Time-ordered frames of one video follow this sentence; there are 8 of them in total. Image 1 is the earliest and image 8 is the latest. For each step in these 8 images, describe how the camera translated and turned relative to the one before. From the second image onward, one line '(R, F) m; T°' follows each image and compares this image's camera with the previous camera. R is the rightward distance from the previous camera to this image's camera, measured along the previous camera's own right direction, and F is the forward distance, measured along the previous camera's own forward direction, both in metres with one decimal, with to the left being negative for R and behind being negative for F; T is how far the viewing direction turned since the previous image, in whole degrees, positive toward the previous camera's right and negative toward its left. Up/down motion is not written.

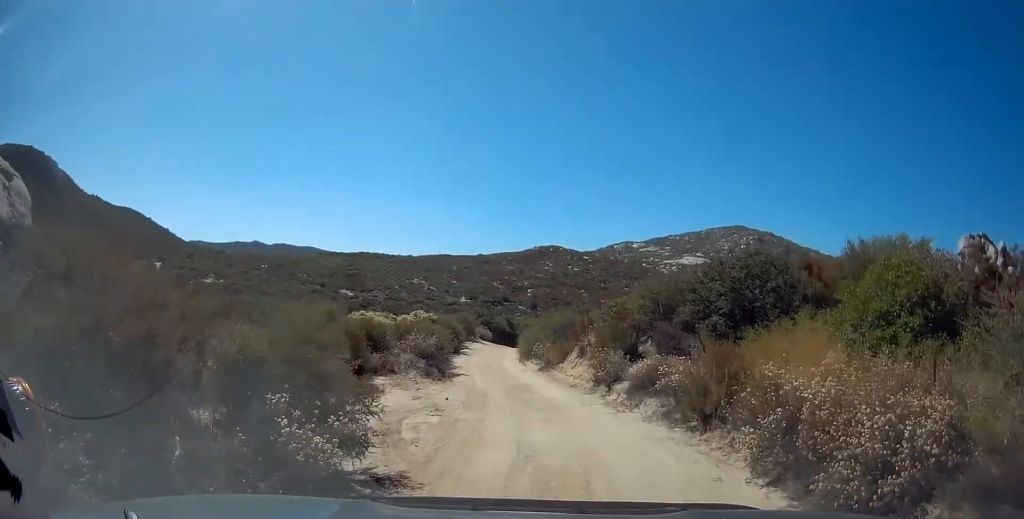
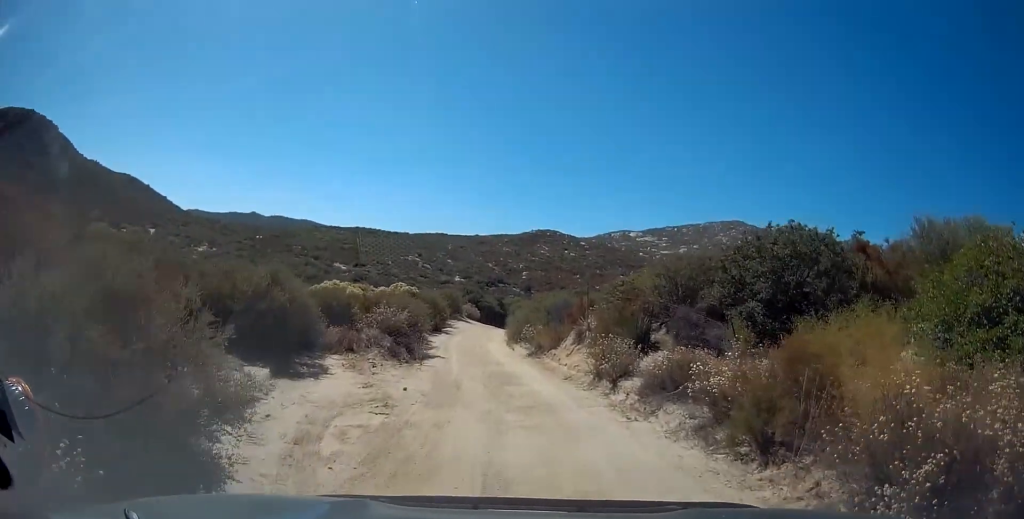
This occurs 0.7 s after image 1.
(+0.4, +3.4) m; +1°
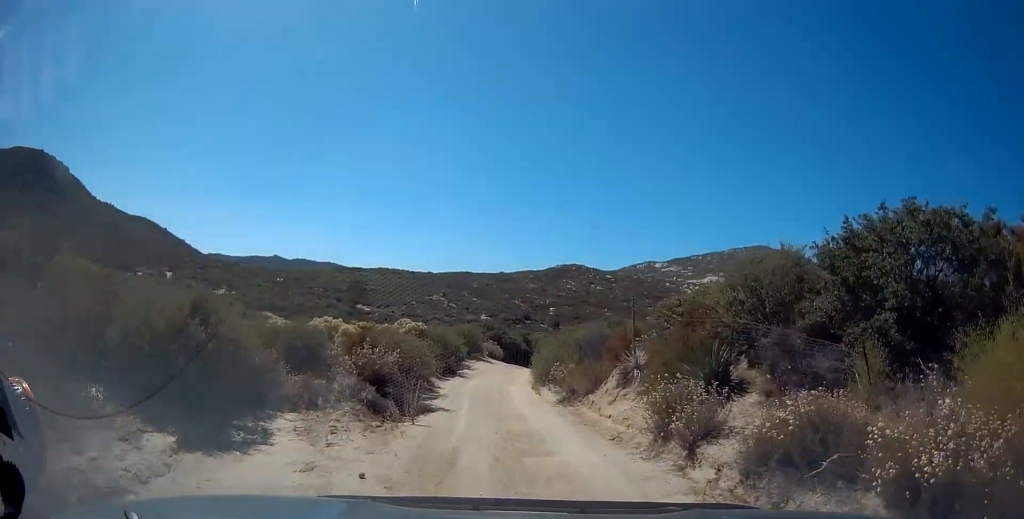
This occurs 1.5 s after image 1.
(0.0, +4.4) m; -3°
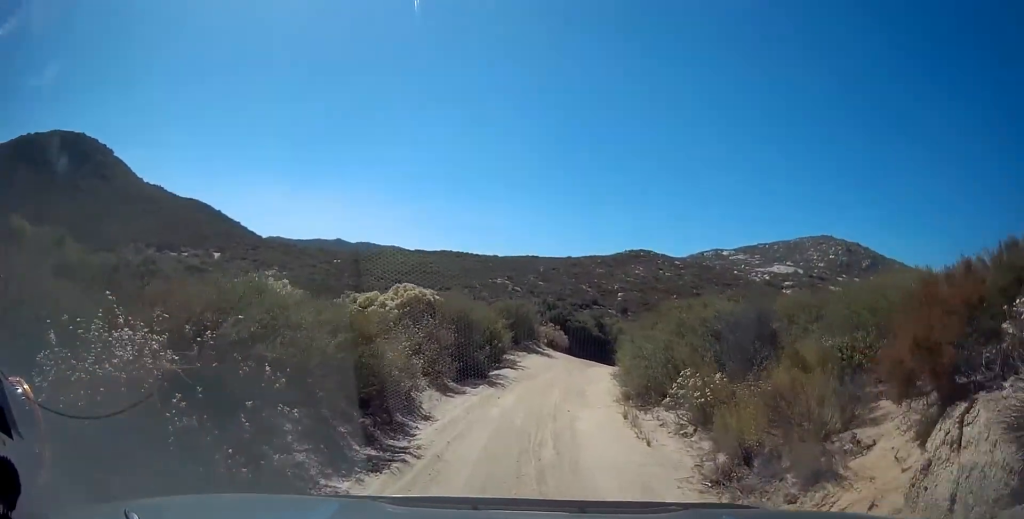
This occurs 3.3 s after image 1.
(-0.9, +11.0) m; -6°
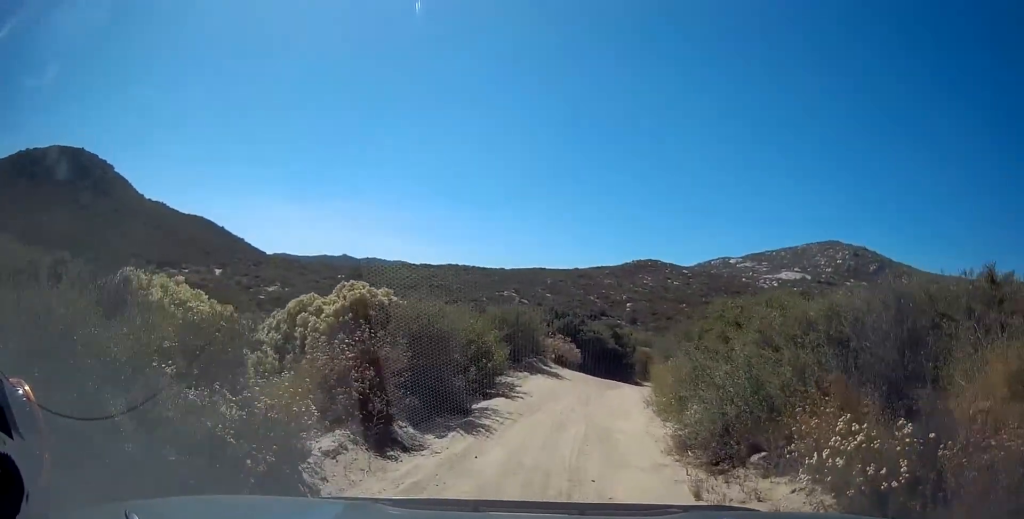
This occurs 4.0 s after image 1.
(+0.1, +4.8) m; -1°
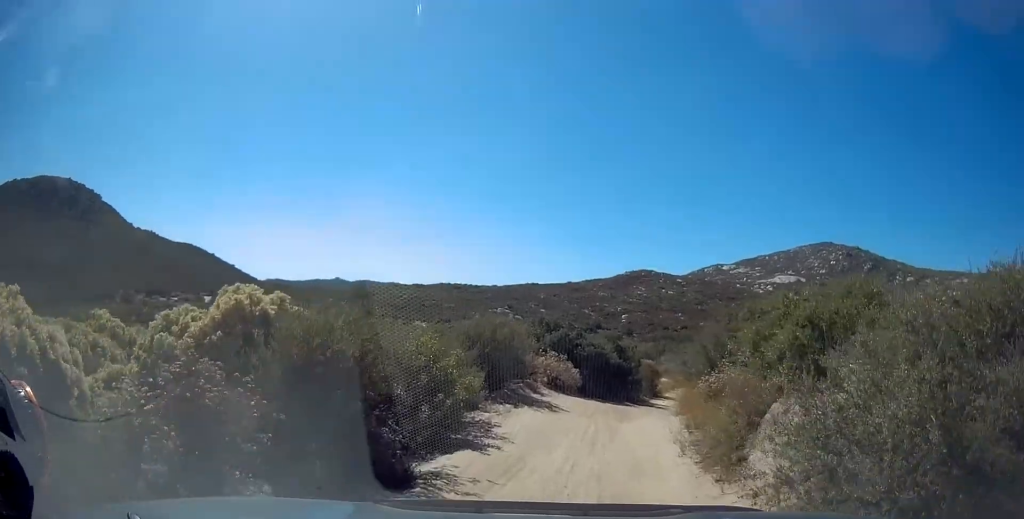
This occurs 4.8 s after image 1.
(-0.2, +4.5) m; 0°
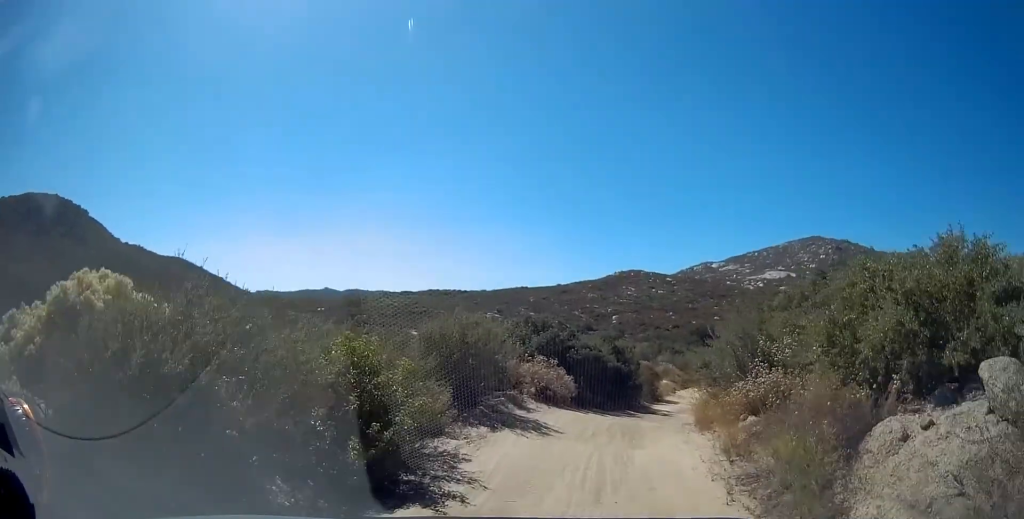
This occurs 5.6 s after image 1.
(+0.1, +3.4) m; 0°
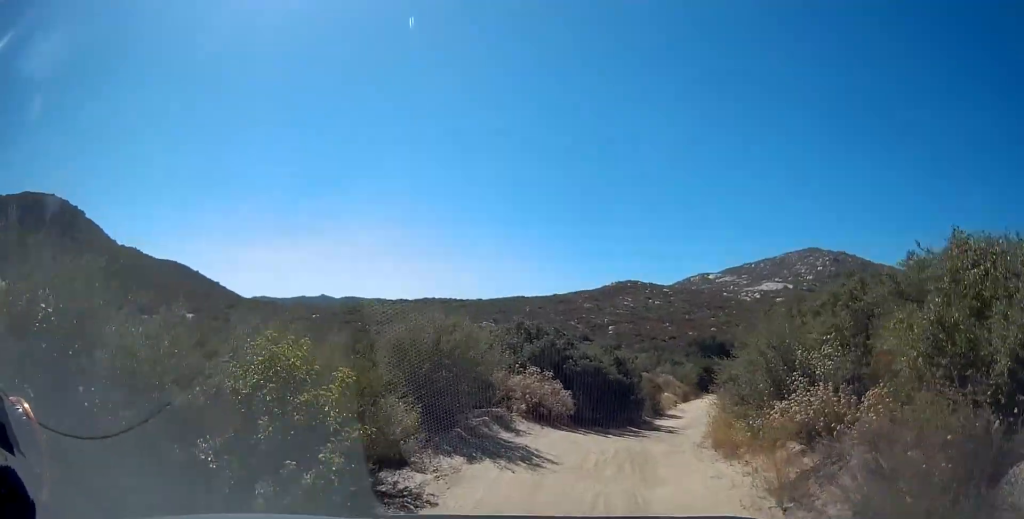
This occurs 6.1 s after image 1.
(+0.2, +2.1) m; -1°
